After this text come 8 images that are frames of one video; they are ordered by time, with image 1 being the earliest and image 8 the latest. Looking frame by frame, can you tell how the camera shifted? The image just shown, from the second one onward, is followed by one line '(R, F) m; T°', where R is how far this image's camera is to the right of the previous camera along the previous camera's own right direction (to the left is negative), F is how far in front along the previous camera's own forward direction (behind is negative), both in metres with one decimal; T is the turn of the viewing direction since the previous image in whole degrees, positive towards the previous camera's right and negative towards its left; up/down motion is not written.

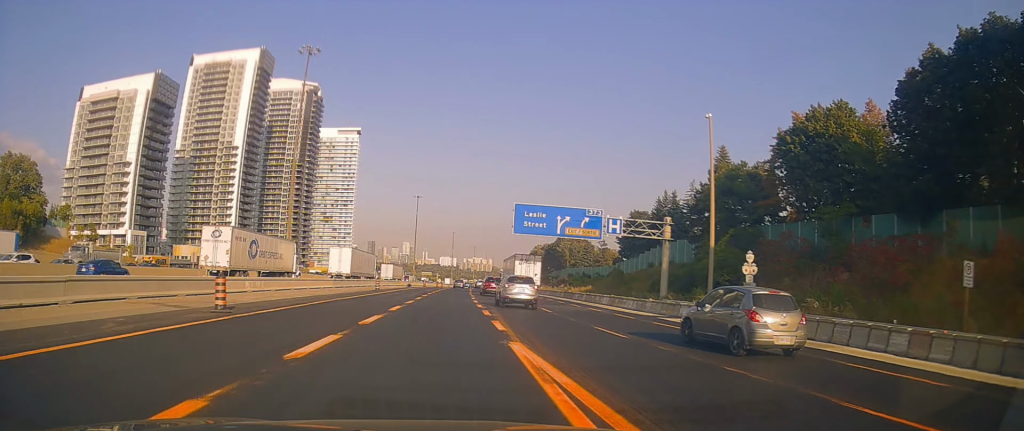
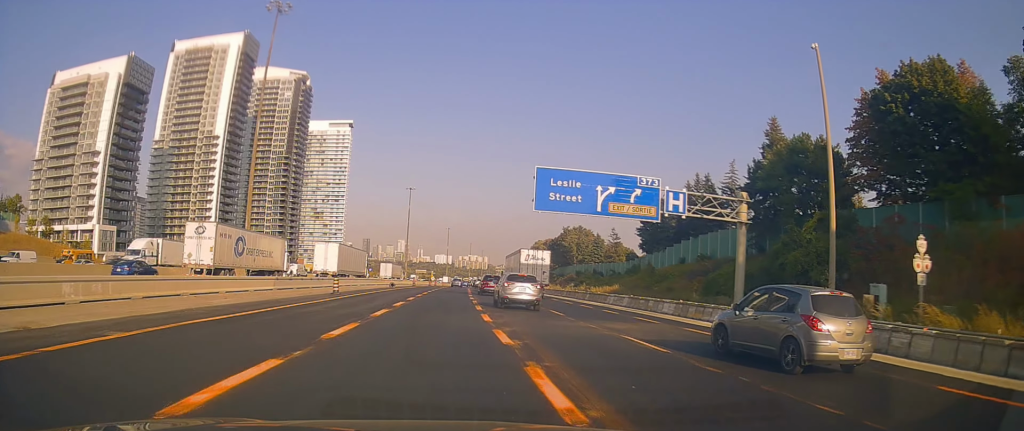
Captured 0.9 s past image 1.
(-0.1, +15.3) m; -1°
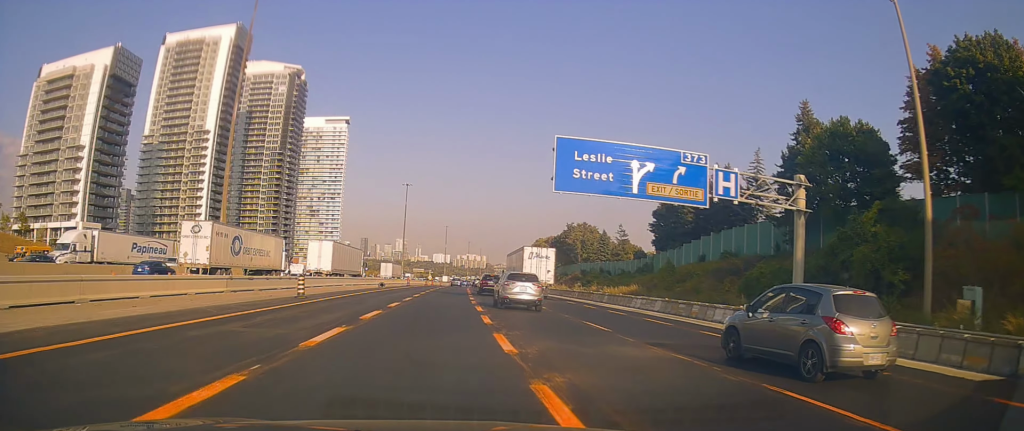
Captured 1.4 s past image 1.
(0.0, +7.2) m; +1°
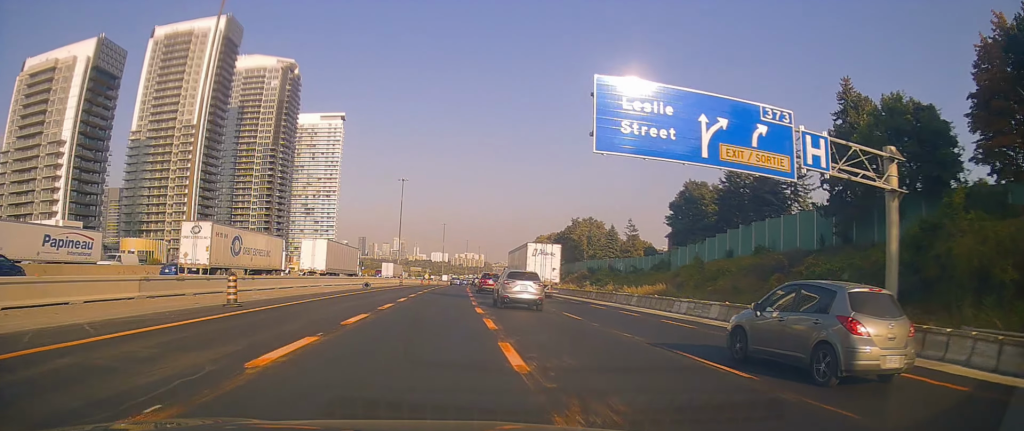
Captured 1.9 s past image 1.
(-0.2, +8.2) m; +2°
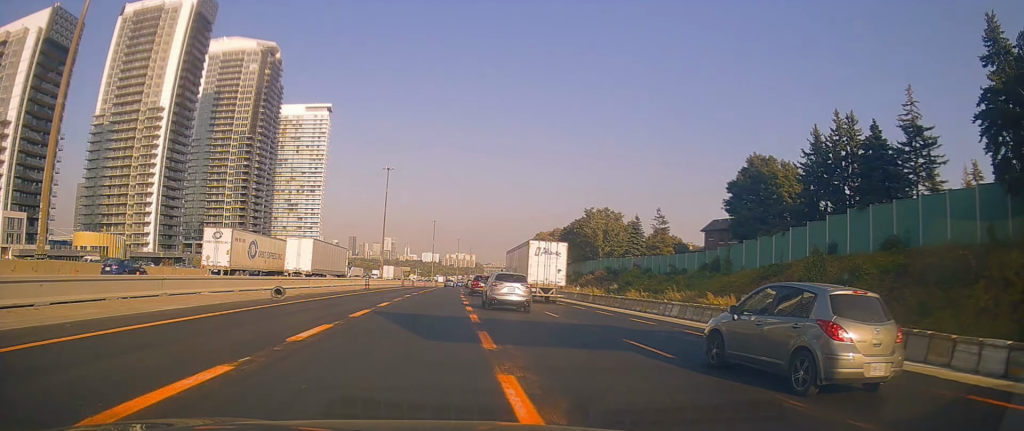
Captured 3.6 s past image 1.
(+0.8, +21.5) m; 0°
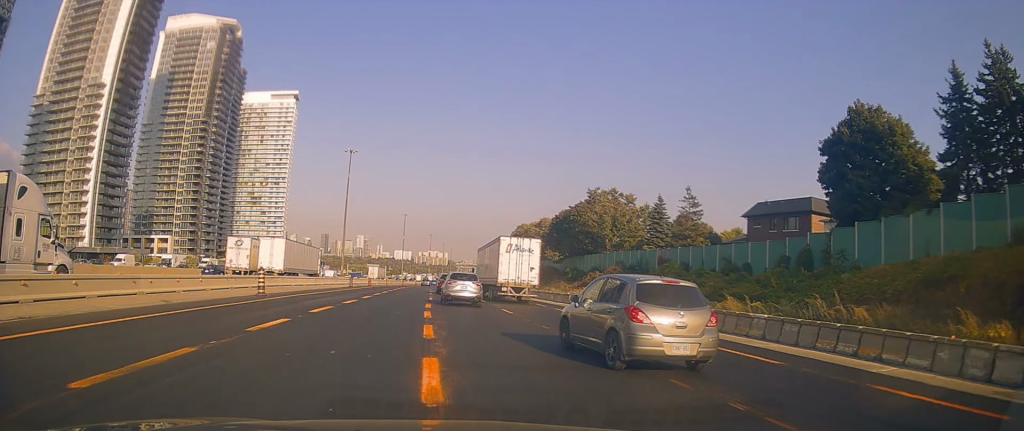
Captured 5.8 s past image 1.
(-0.1, +23.1) m; +3°
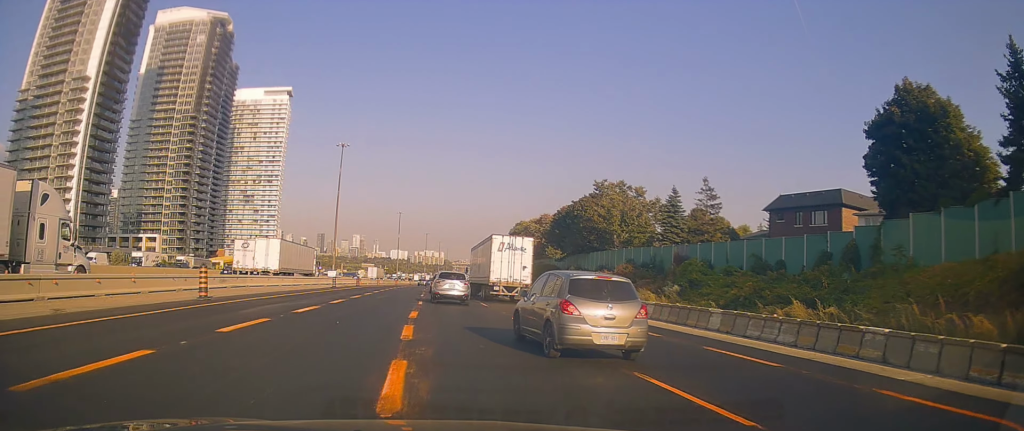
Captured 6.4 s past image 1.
(+0.1, +6.5) m; +1°
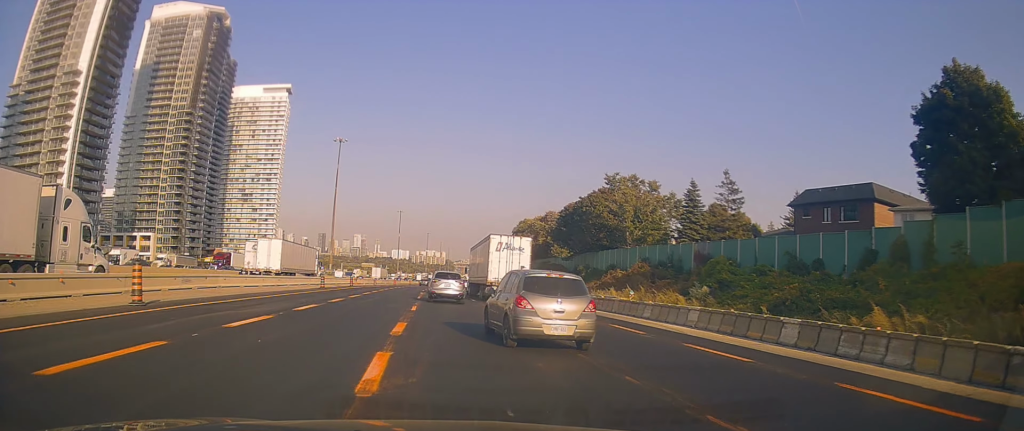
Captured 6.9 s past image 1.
(+0.1, +5.4) m; 0°
